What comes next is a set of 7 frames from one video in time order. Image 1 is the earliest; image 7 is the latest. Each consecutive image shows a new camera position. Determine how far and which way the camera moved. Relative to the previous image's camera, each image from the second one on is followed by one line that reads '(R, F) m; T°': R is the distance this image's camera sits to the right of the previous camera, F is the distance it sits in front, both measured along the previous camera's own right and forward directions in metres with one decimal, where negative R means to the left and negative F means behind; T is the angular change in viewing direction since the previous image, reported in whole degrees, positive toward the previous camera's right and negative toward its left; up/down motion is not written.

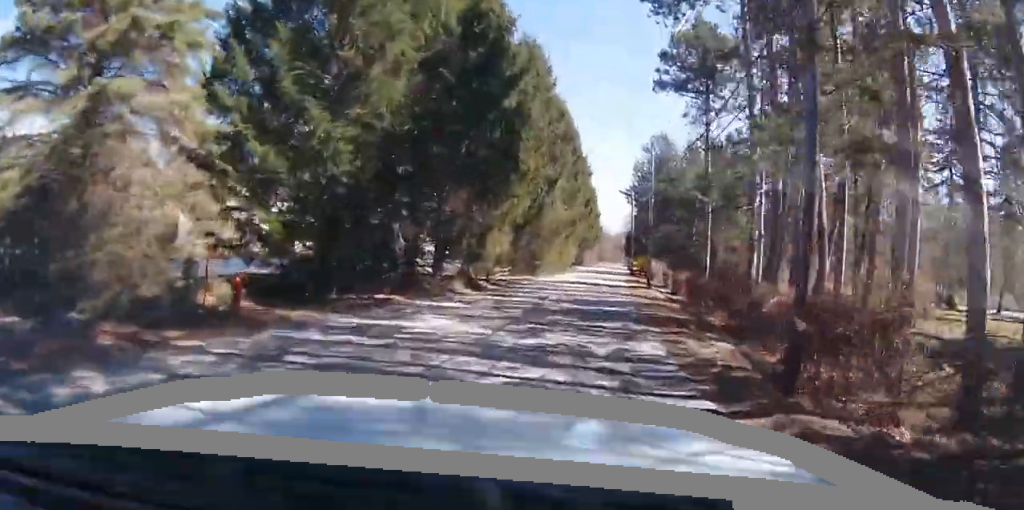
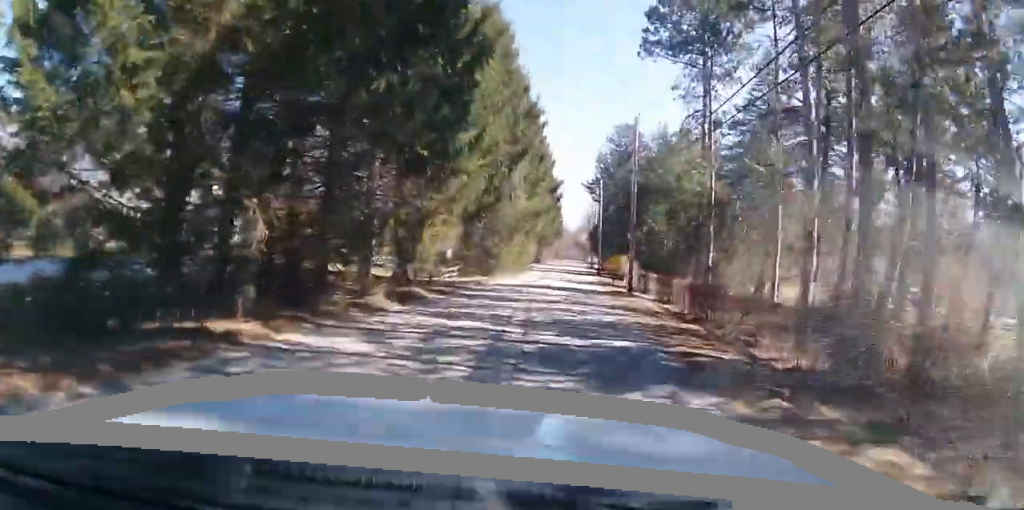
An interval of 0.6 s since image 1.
(+0.1, +7.7) m; +2°
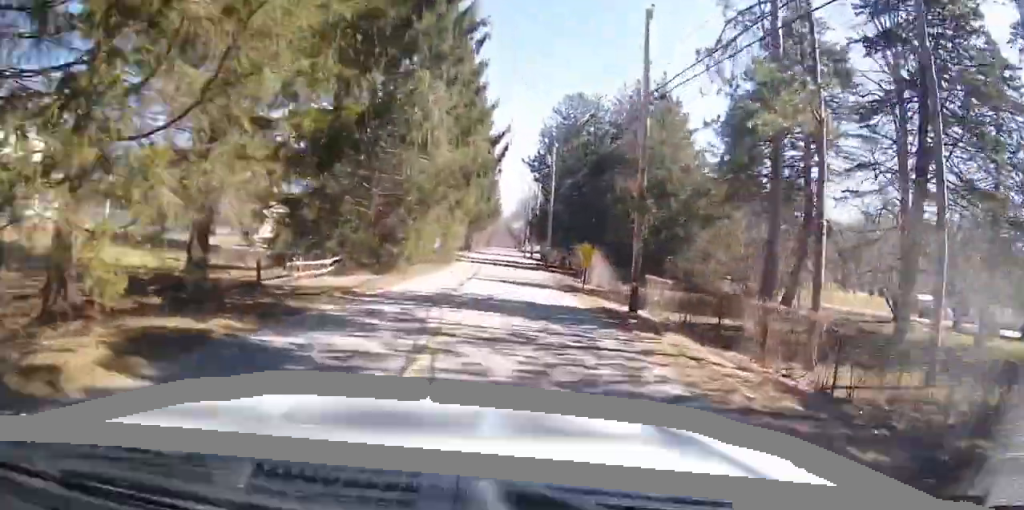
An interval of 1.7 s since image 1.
(+0.6, +15.3) m; +6°
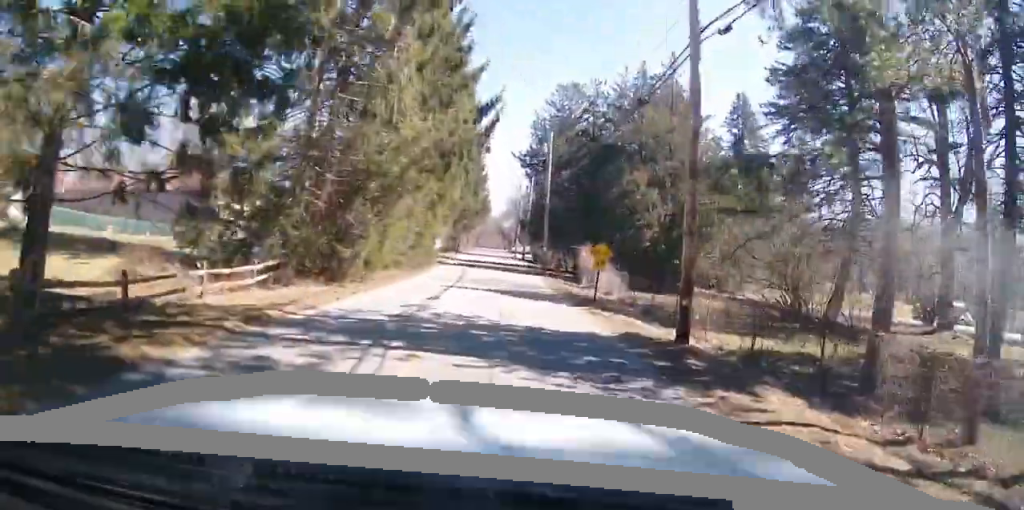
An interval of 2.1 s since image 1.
(+0.4, +5.9) m; +2°
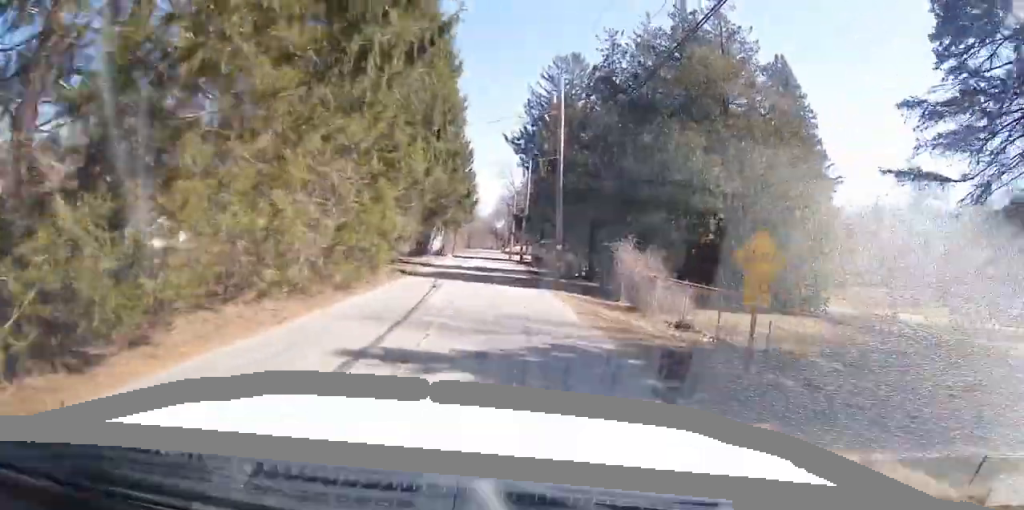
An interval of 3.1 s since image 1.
(+0.2, +13.7) m; +5°
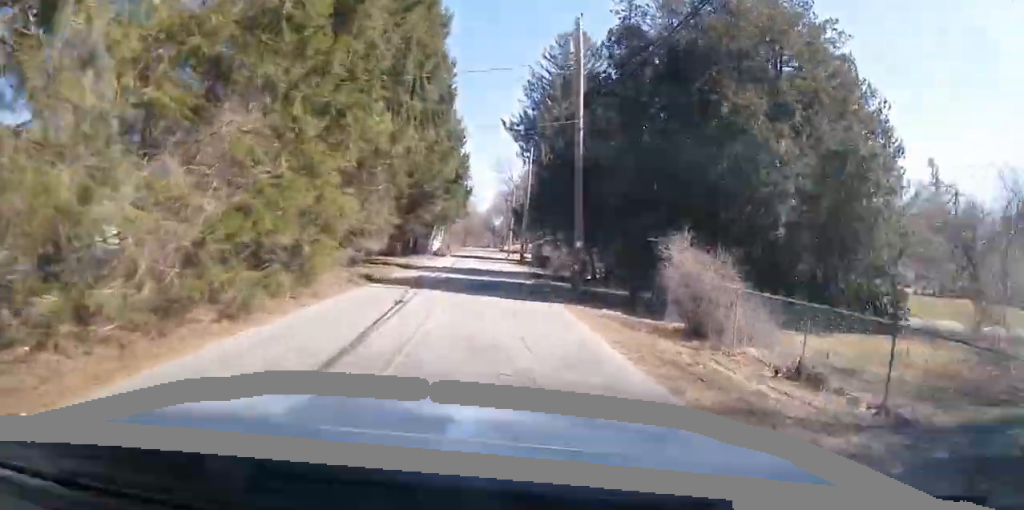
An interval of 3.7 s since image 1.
(+0.3, +7.4) m; +2°
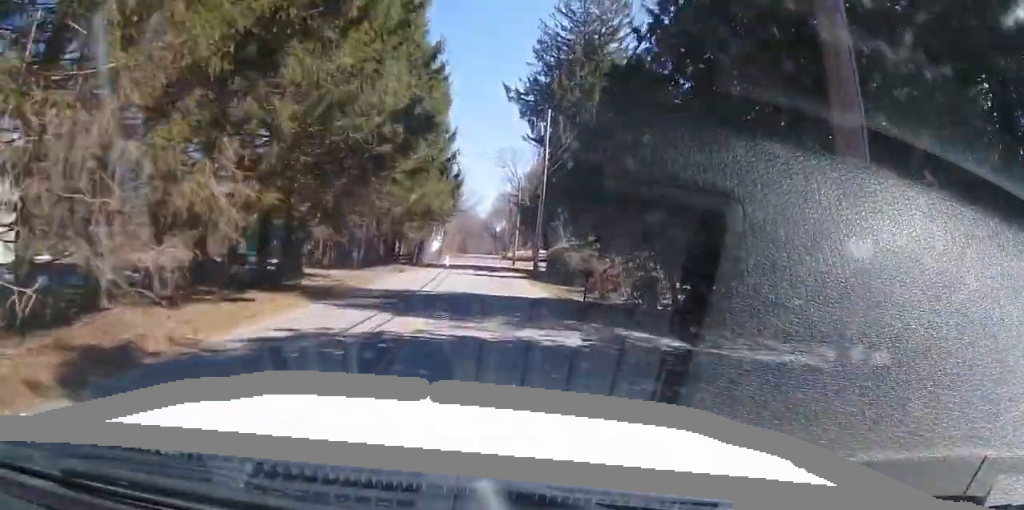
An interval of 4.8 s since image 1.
(+0.9, +15.7) m; +3°
